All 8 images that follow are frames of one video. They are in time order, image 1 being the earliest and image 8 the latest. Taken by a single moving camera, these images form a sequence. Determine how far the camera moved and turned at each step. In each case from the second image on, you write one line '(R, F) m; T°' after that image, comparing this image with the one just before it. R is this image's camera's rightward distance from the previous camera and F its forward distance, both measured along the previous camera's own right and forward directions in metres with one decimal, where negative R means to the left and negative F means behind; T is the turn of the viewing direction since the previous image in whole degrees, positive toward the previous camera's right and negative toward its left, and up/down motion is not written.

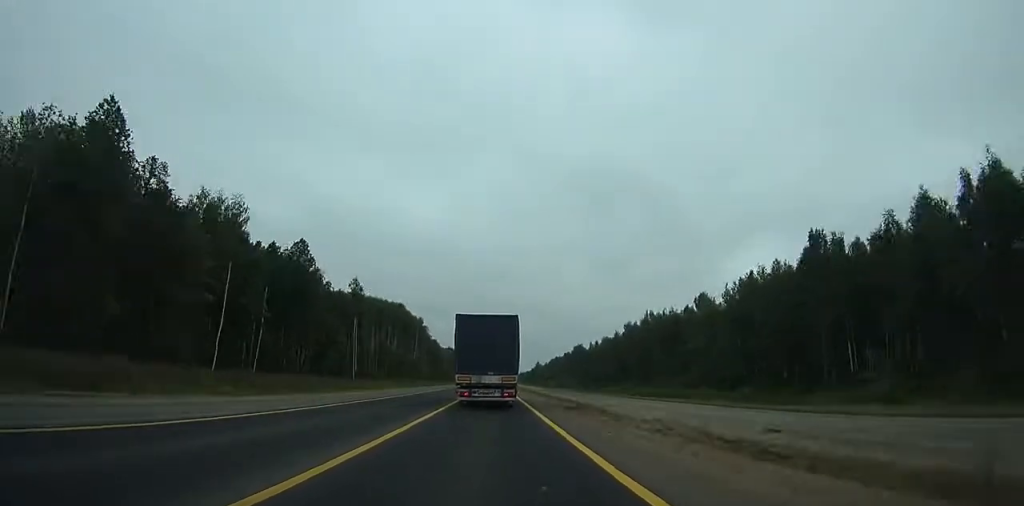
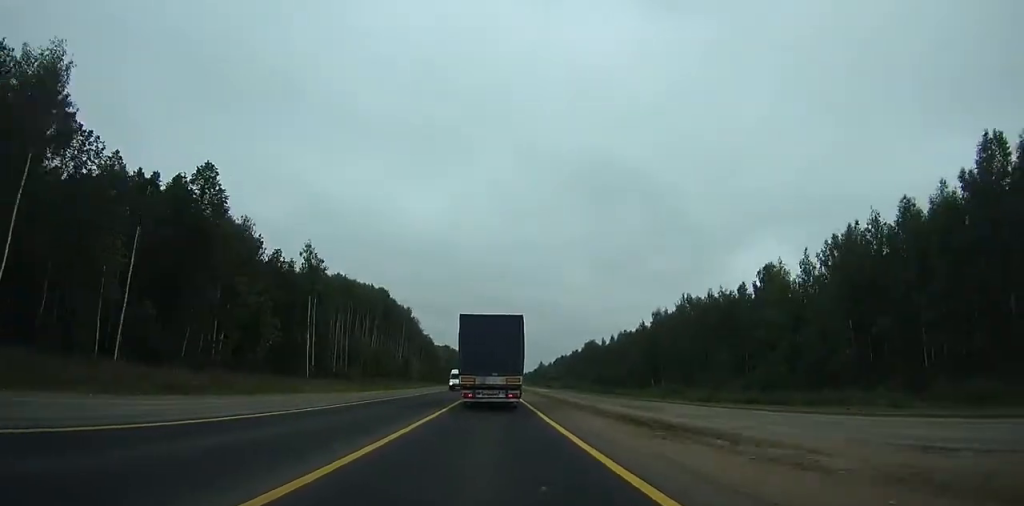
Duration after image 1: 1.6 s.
(-0.1, +33.7) m; 0°
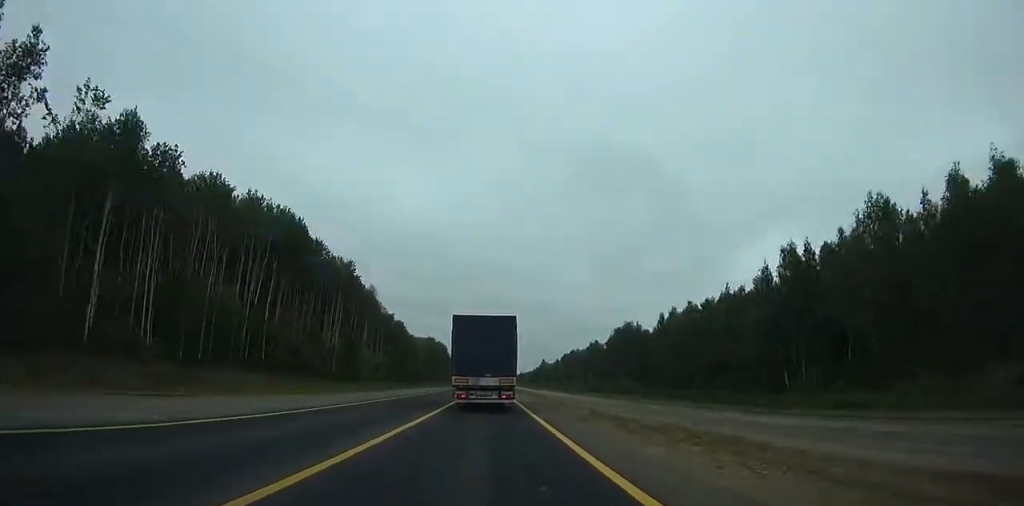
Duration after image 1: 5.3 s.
(-0.1, +78.1) m; 0°
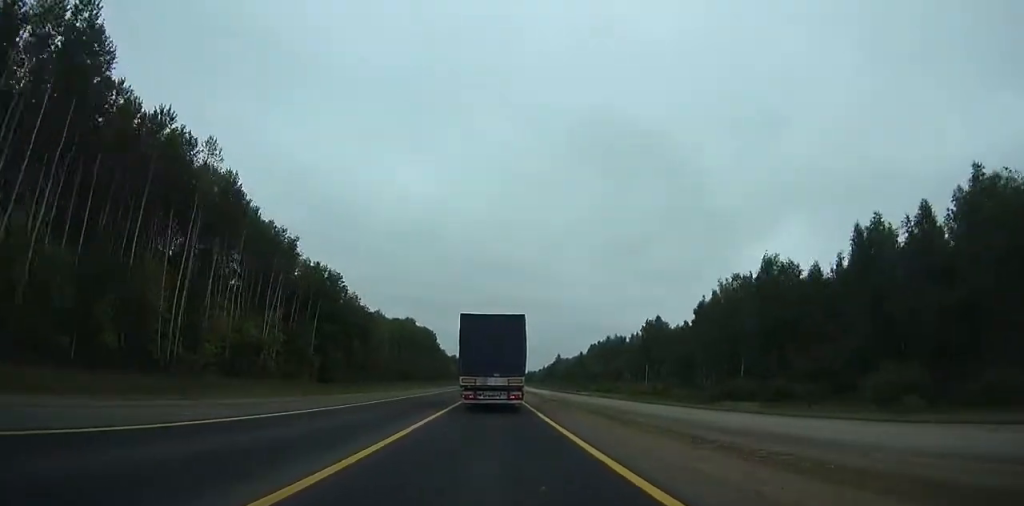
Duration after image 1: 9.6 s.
(-0.3, +91.3) m; 0°
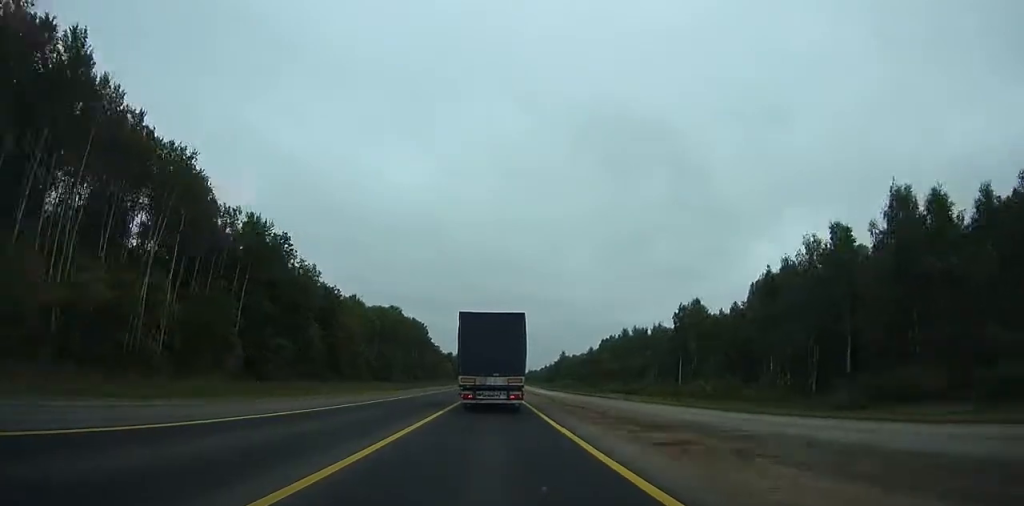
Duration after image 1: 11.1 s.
(0.0, +32.1) m; 0°
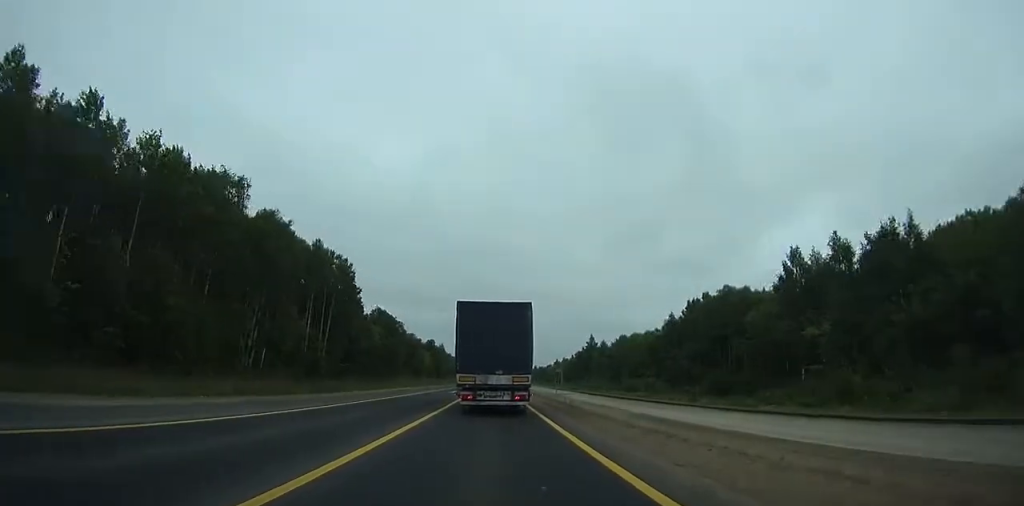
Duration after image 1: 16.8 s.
(+0.1, +122.2) m; 0°
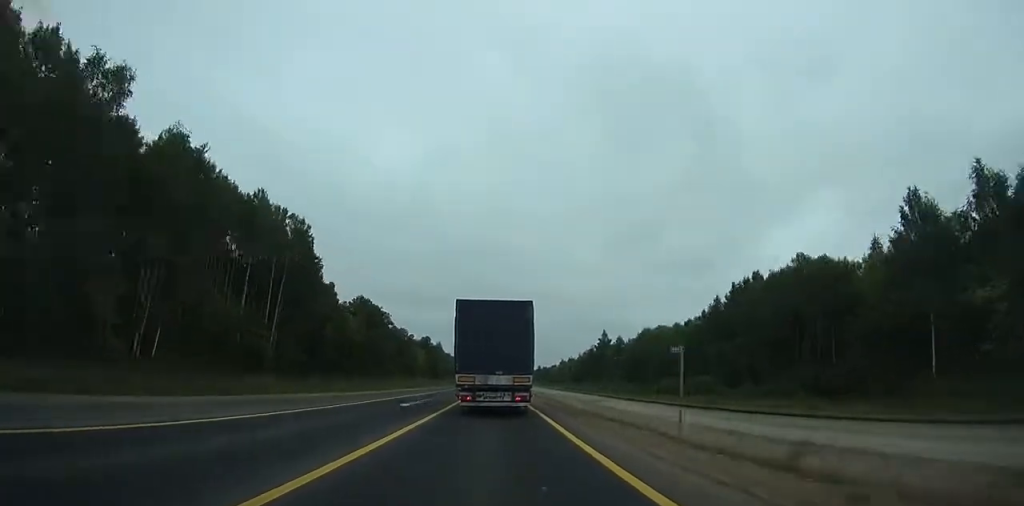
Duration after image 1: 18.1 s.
(0.0, +27.9) m; 0°
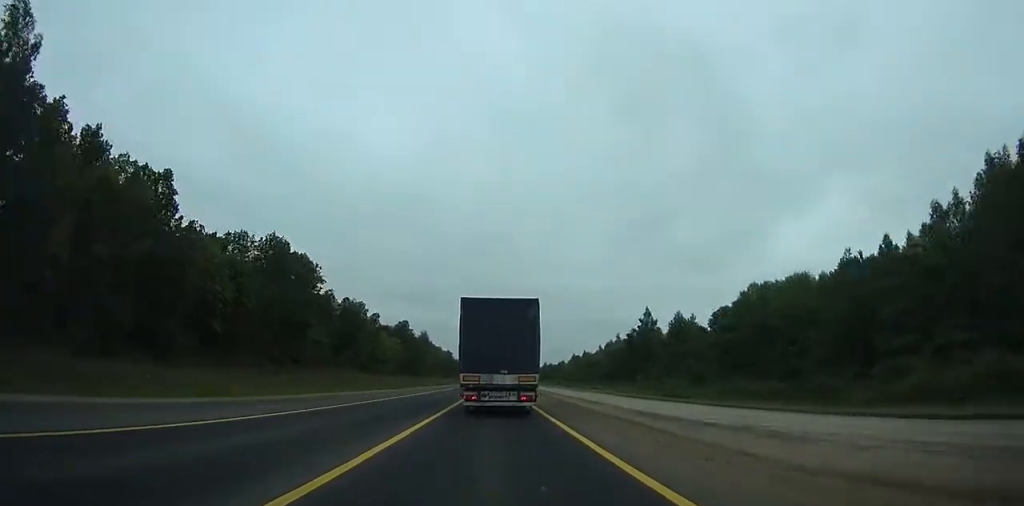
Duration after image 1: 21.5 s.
(0.0, +72.5) m; 0°
